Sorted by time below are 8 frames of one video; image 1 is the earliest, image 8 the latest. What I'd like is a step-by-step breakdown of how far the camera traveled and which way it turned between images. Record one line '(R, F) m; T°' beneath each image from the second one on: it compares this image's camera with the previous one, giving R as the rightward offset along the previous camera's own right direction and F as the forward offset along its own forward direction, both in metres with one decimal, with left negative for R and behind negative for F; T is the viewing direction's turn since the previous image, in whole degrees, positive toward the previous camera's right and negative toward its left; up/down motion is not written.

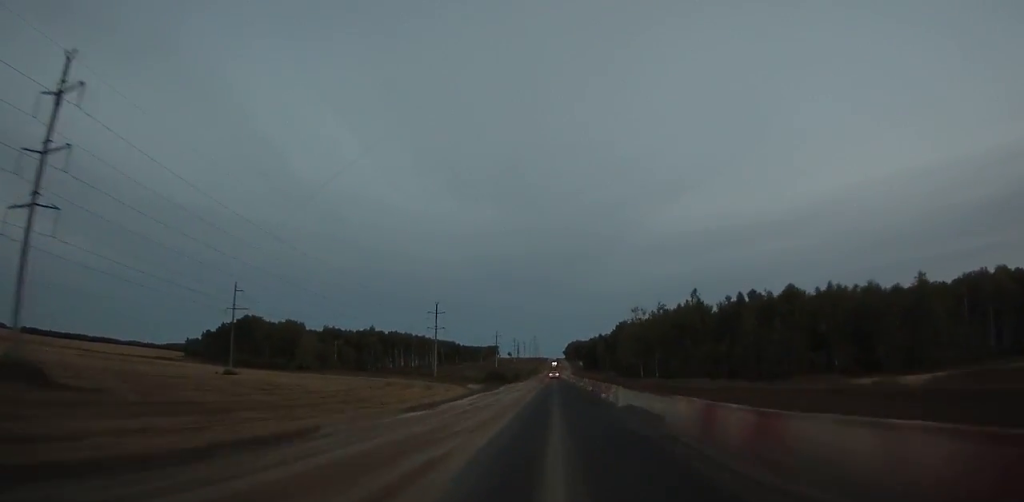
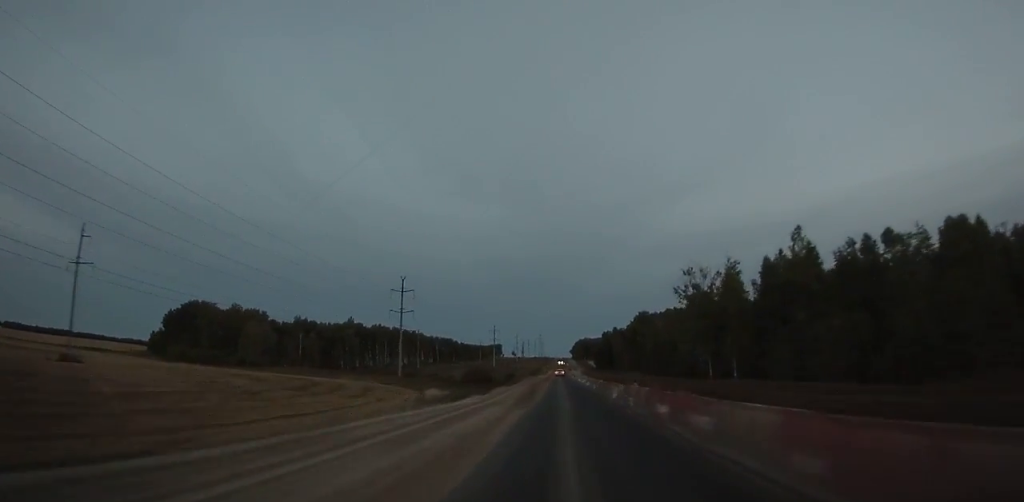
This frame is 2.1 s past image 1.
(0.0, +49.4) m; 0°
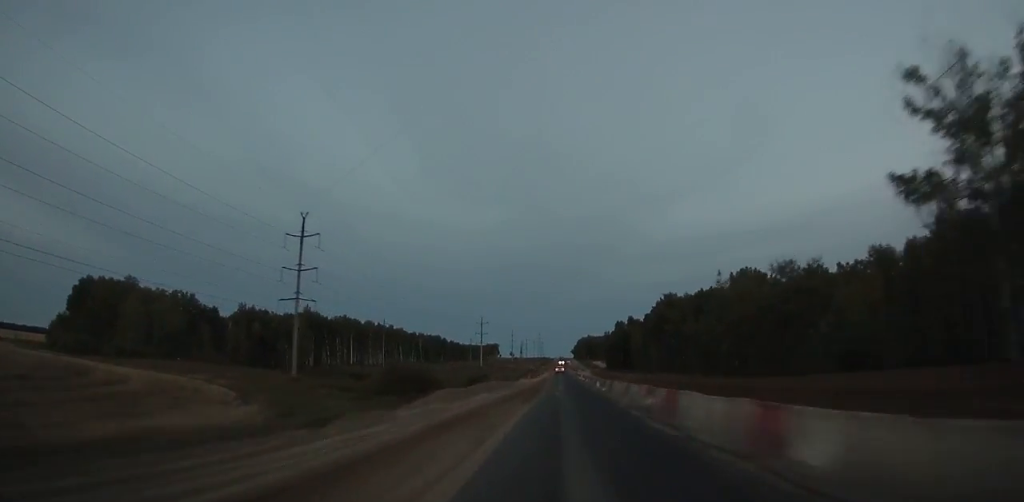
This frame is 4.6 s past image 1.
(+0.1, +59.5) m; 0°
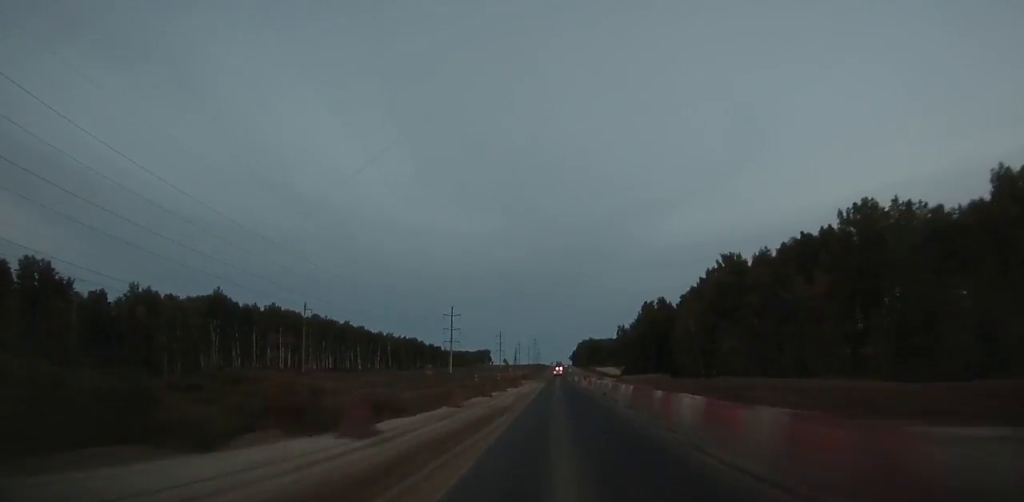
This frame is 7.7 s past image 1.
(+0.2, +73.9) m; 0°
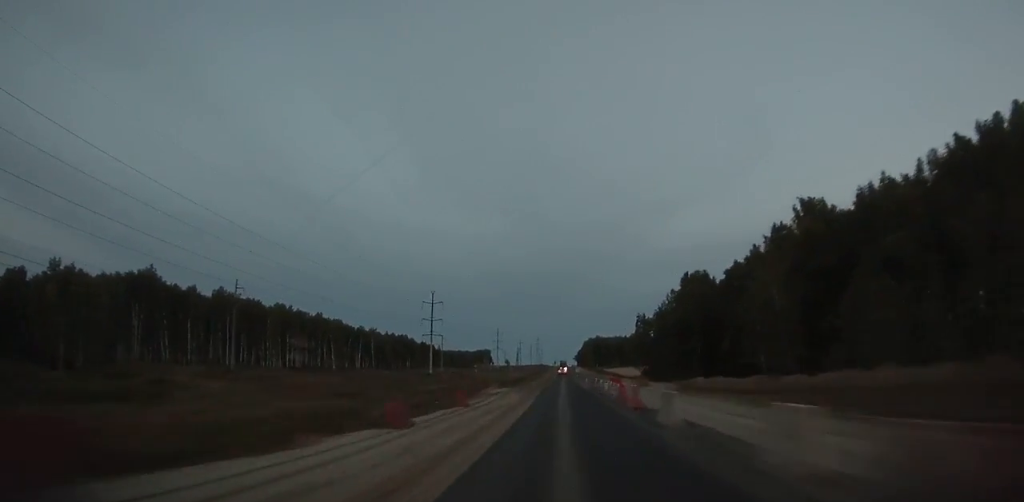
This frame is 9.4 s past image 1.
(+0.1, +40.2) m; 0°
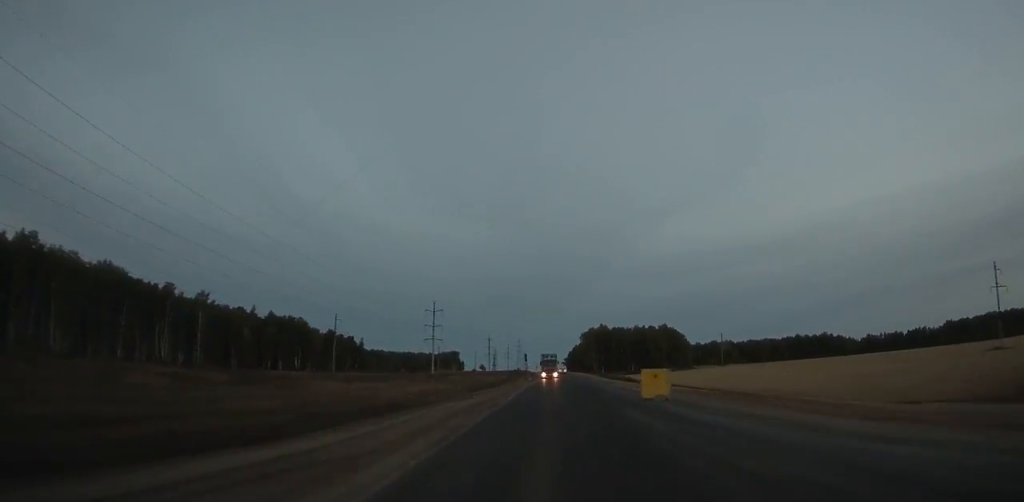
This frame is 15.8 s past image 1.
(0.0, +148.0) m; +1°
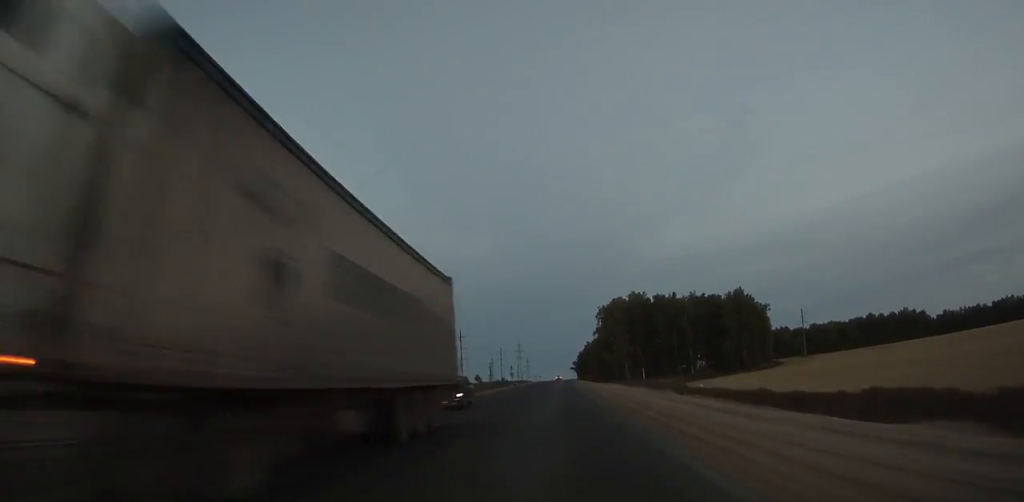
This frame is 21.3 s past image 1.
(+1.3, +125.7) m; -1°
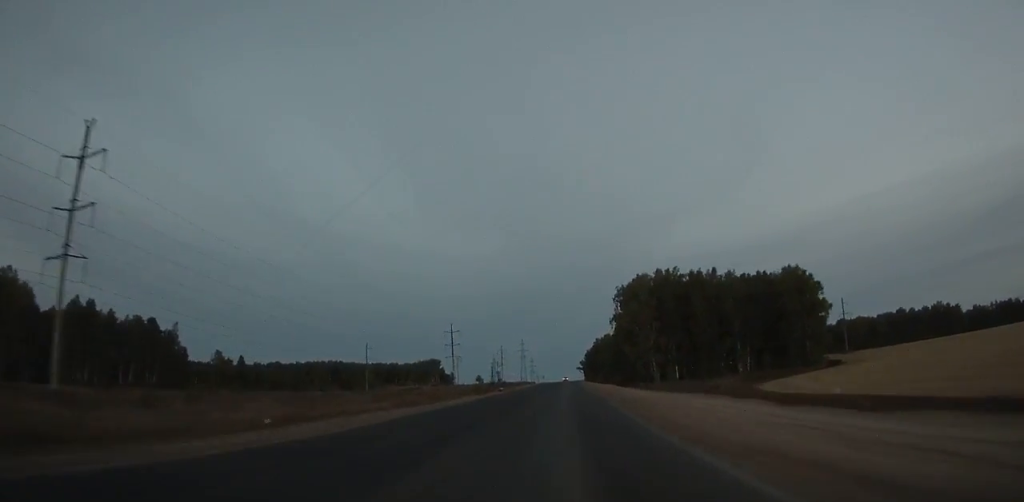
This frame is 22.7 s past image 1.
(-0.2, +33.0) m; 0°
